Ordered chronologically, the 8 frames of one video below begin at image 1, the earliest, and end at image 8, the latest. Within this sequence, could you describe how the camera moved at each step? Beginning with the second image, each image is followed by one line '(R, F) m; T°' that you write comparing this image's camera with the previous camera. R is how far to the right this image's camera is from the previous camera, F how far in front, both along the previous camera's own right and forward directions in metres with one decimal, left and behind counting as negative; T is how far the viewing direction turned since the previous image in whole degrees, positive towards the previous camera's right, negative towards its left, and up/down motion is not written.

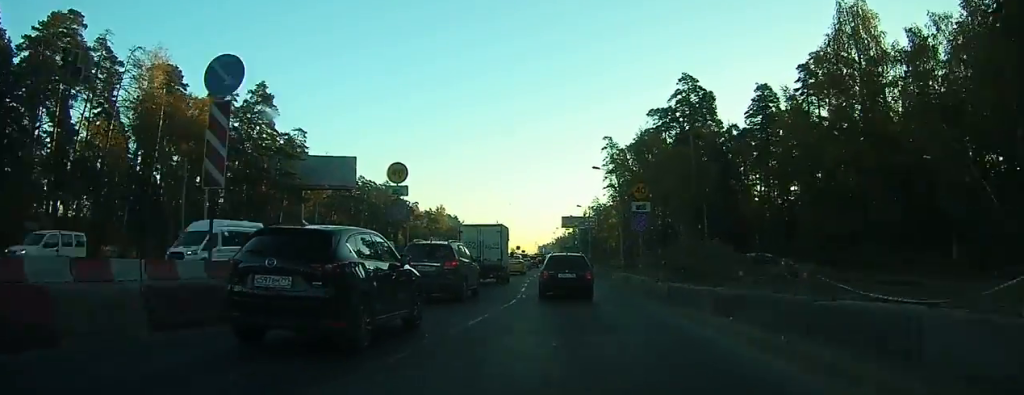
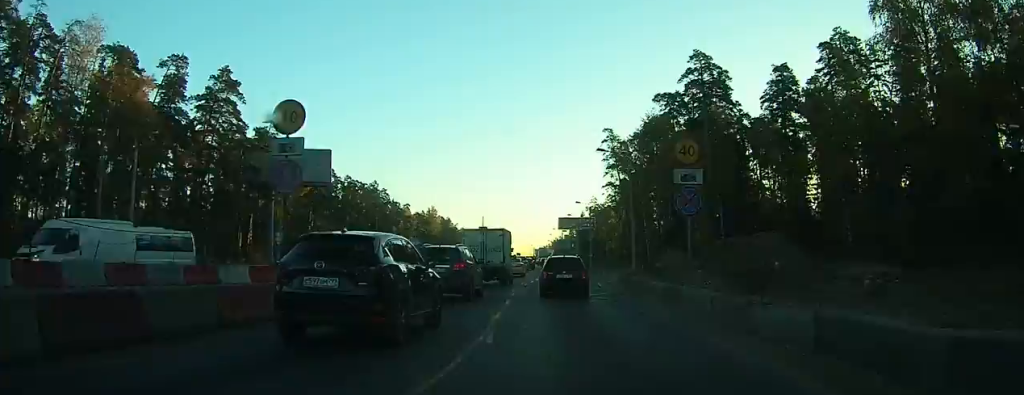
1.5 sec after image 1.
(-0.1, +10.3) m; -1°
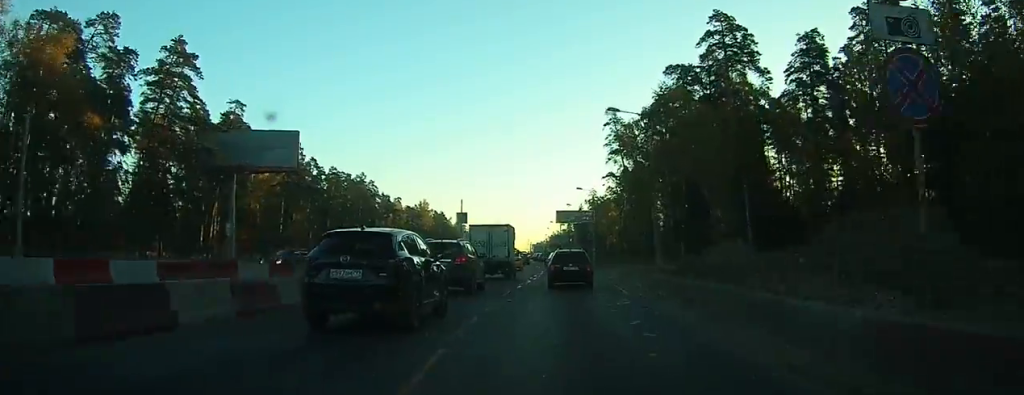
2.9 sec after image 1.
(0.0, +11.7) m; +1°
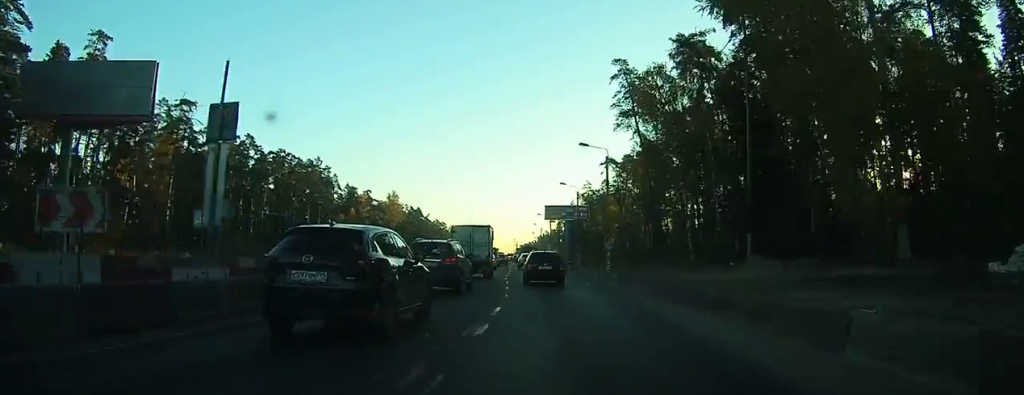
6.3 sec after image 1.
(+0.6, +29.5) m; +1°
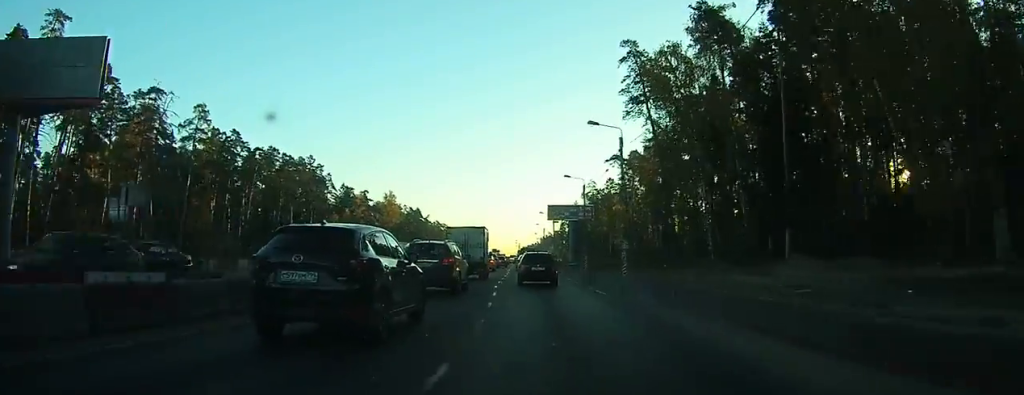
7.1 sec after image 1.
(+0.1, +7.3) m; 0°
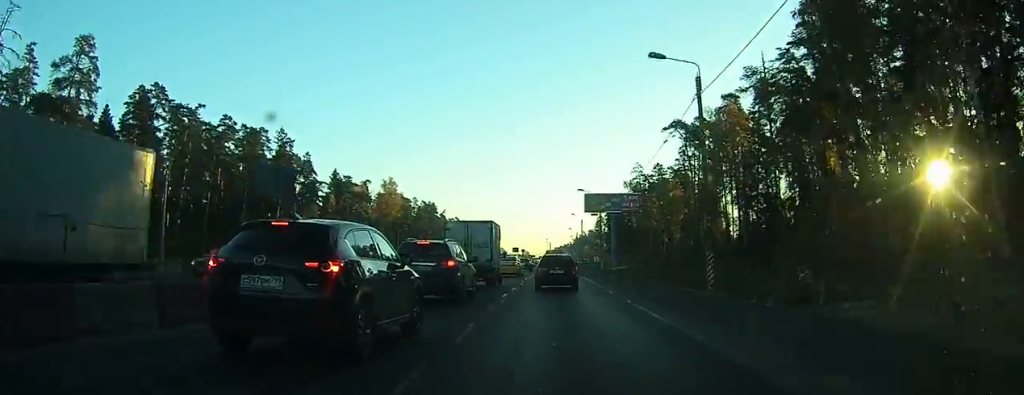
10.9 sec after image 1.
(-1.1, +37.0) m; -2°
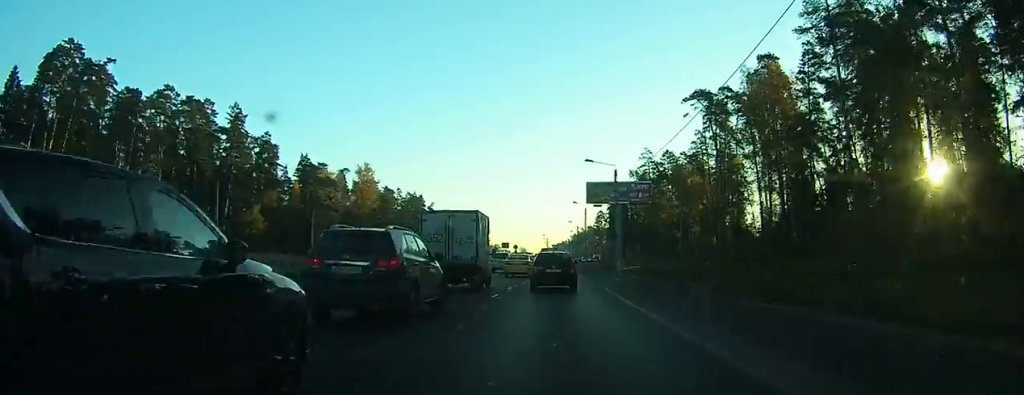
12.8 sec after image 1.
(-0.1, +20.2) m; 0°
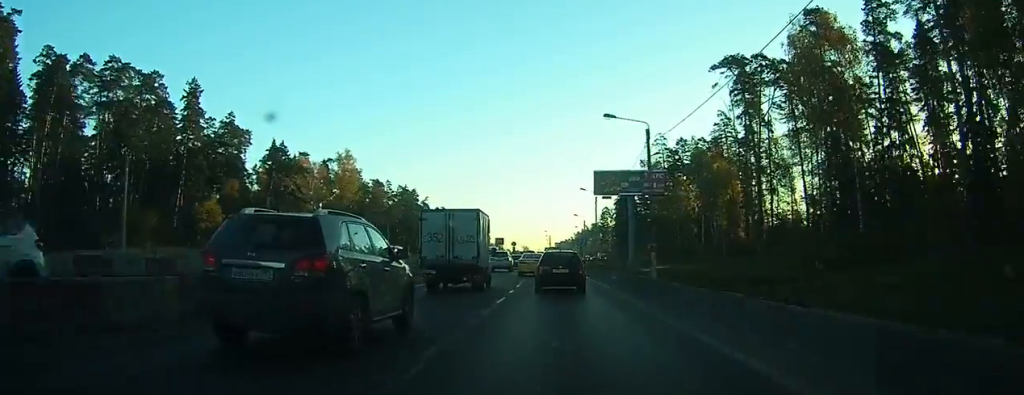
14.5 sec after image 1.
(+0.1, +16.7) m; 0°
